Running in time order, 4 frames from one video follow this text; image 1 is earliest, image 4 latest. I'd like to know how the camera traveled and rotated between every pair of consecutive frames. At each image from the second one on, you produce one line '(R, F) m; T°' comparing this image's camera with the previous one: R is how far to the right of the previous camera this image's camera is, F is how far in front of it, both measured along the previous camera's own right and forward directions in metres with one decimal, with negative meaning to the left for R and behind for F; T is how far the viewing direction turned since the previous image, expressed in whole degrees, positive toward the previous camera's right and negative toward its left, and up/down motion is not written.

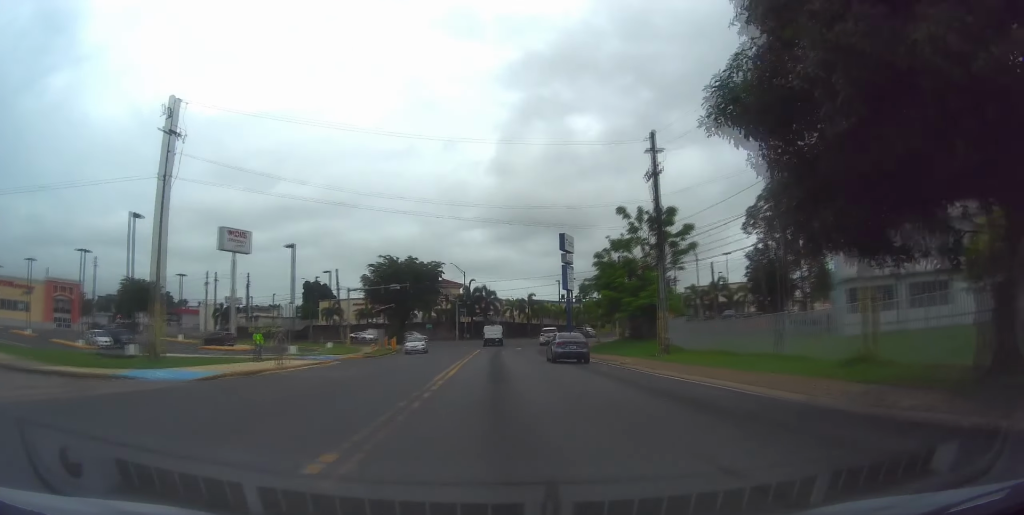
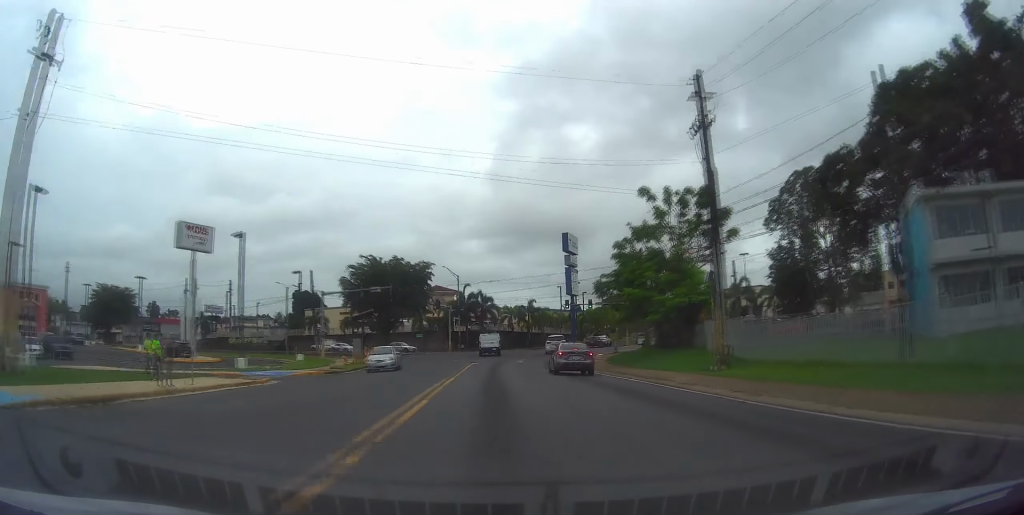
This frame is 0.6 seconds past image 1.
(0.0, +10.2) m; 0°
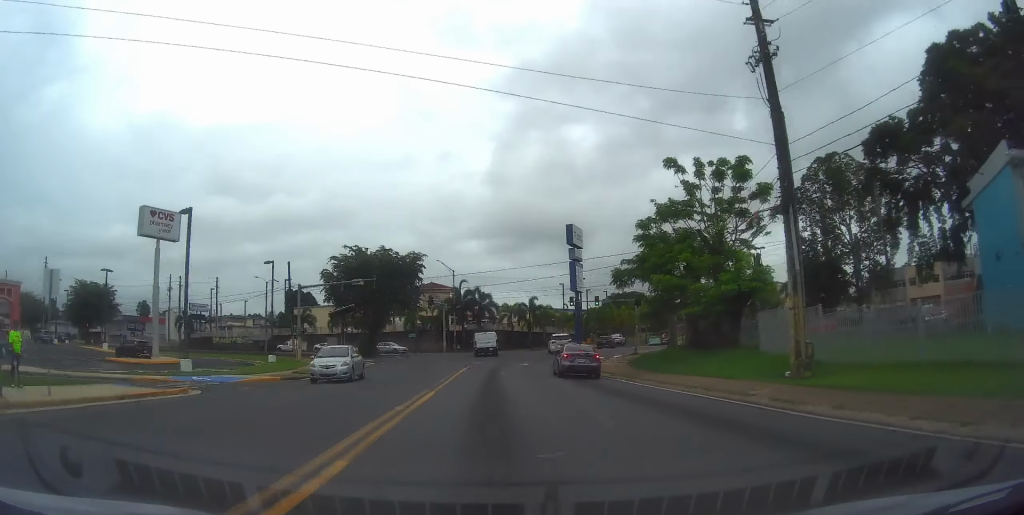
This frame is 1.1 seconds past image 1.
(0.0, +7.5) m; 0°
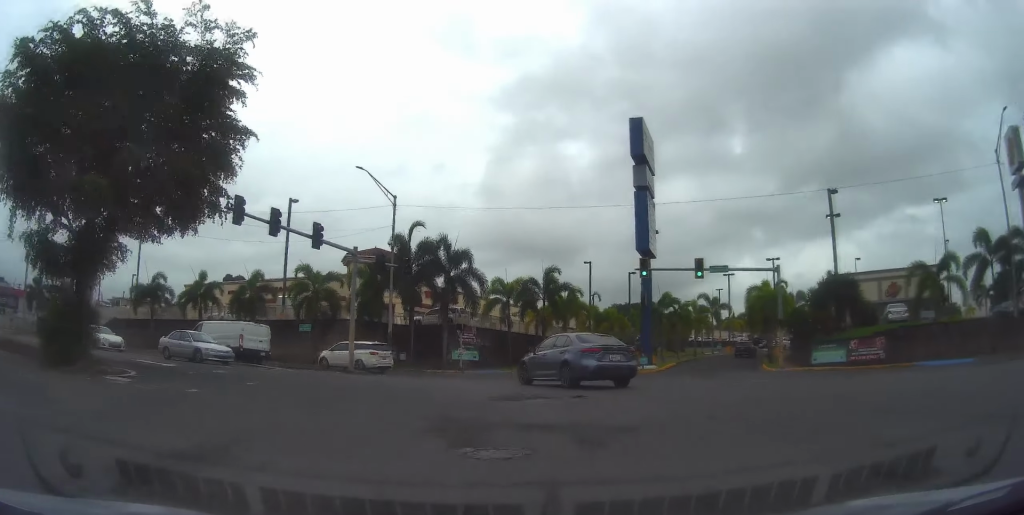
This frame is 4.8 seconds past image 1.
(+0.5, +49.7) m; -3°
